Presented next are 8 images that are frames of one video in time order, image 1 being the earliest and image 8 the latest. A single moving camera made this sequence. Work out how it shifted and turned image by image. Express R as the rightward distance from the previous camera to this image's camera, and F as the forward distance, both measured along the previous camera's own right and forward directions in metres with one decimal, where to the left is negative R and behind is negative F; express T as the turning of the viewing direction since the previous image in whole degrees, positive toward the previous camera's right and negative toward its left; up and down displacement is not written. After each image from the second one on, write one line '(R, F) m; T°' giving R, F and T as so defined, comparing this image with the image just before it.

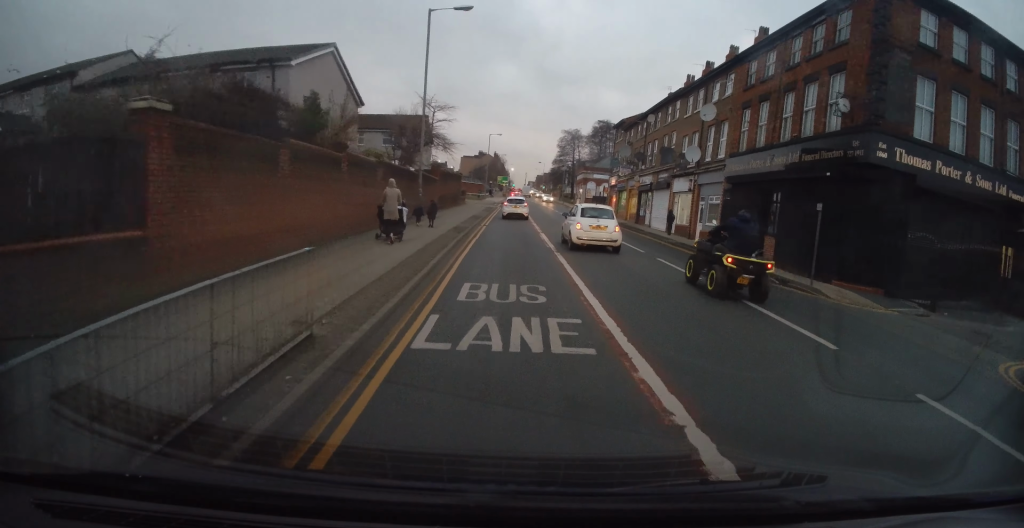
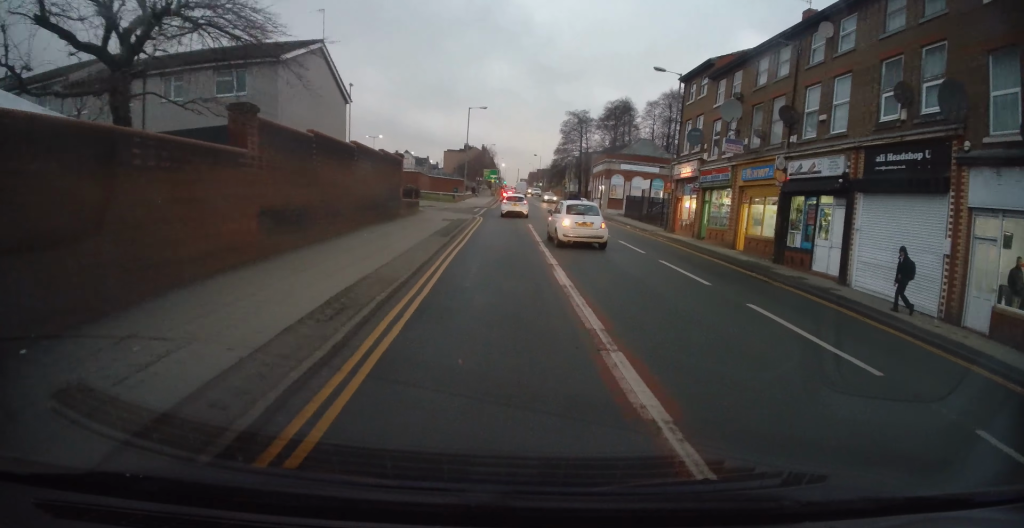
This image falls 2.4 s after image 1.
(+0.4, +25.2) m; -2°
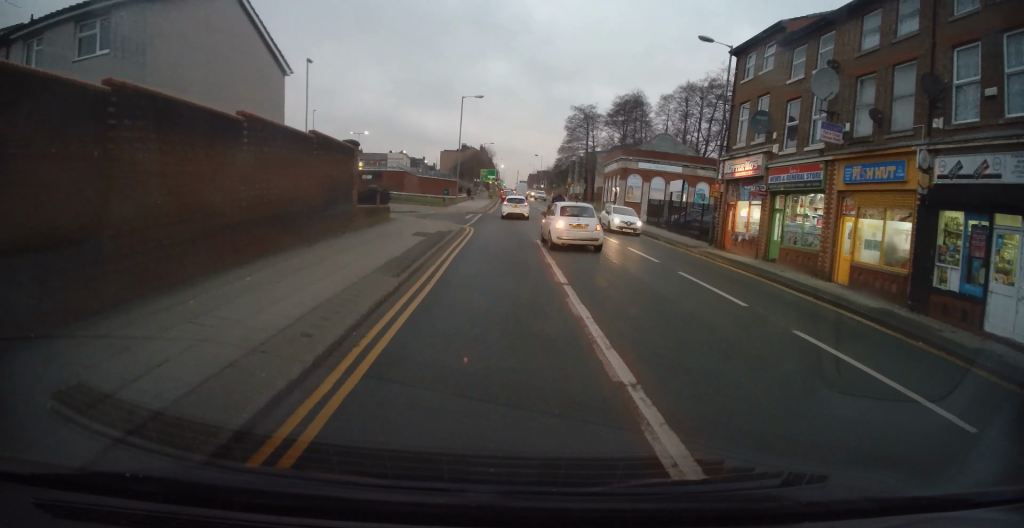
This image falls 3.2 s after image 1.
(0.0, +7.8) m; +1°
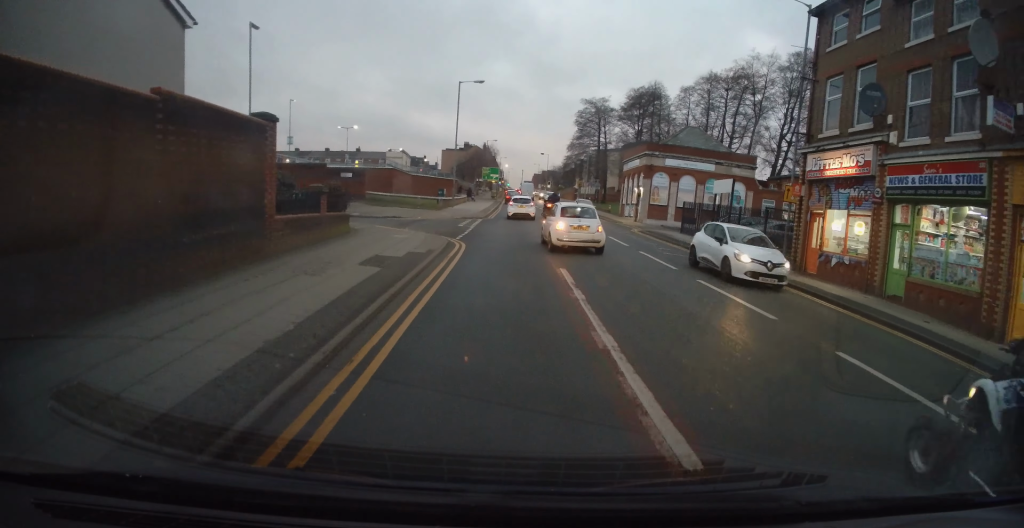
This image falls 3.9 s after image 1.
(+0.1, +7.2) m; +1°
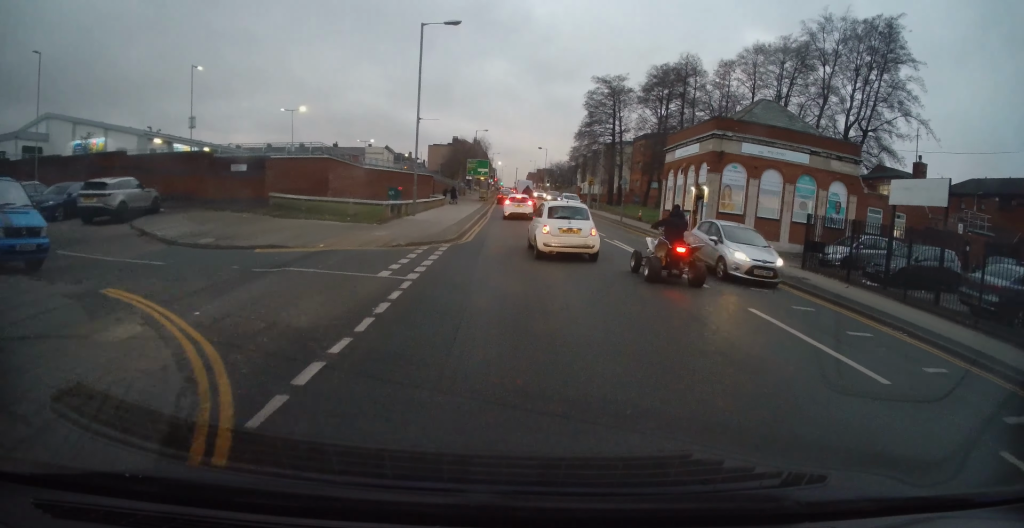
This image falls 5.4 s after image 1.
(+0.4, +15.0) m; 0°
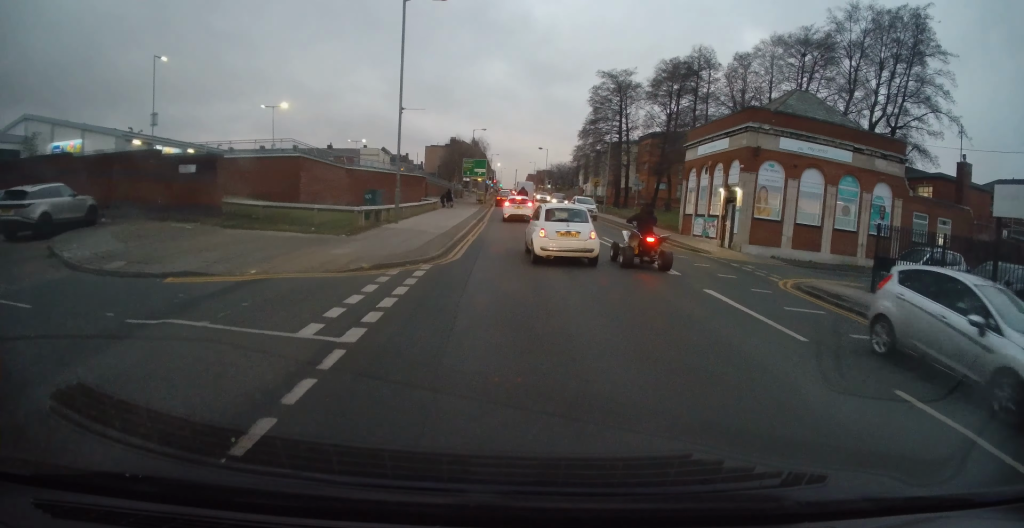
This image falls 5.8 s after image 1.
(-0.2, +4.1) m; -1°
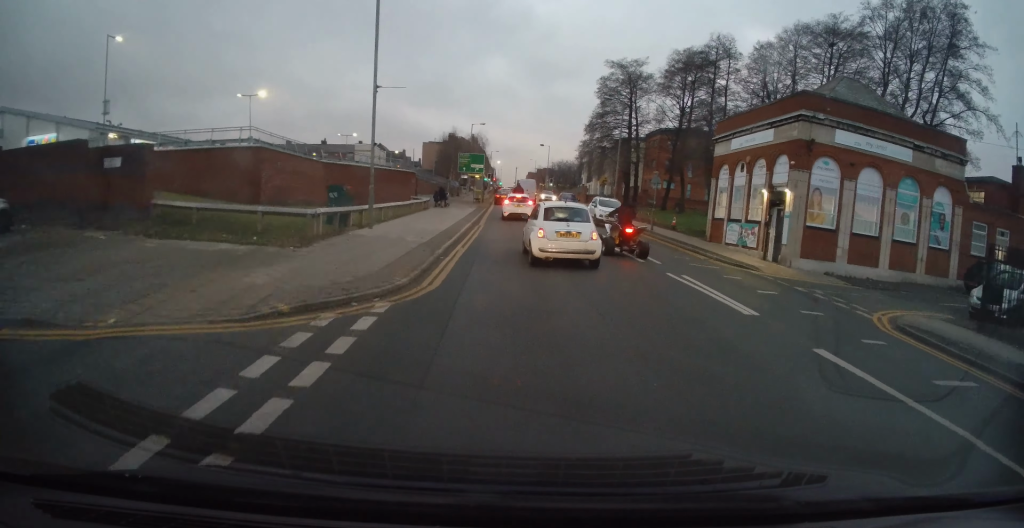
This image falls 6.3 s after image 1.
(-0.1, +4.4) m; -1°
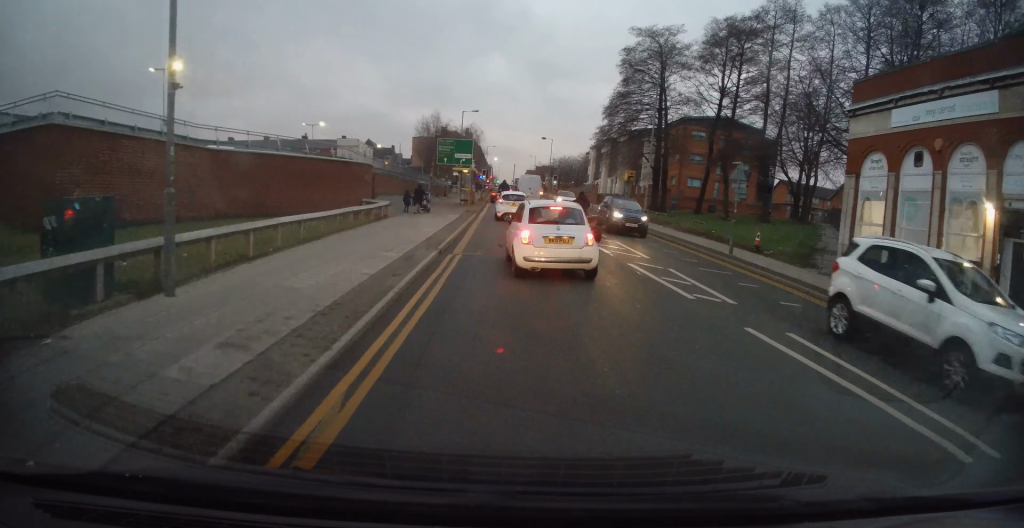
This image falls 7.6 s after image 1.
(+0.3, +11.4) m; +3°
